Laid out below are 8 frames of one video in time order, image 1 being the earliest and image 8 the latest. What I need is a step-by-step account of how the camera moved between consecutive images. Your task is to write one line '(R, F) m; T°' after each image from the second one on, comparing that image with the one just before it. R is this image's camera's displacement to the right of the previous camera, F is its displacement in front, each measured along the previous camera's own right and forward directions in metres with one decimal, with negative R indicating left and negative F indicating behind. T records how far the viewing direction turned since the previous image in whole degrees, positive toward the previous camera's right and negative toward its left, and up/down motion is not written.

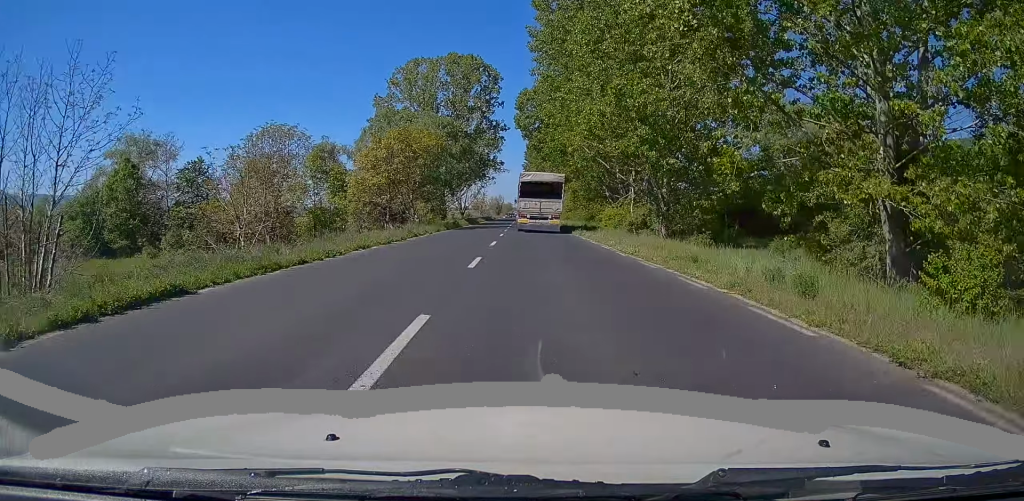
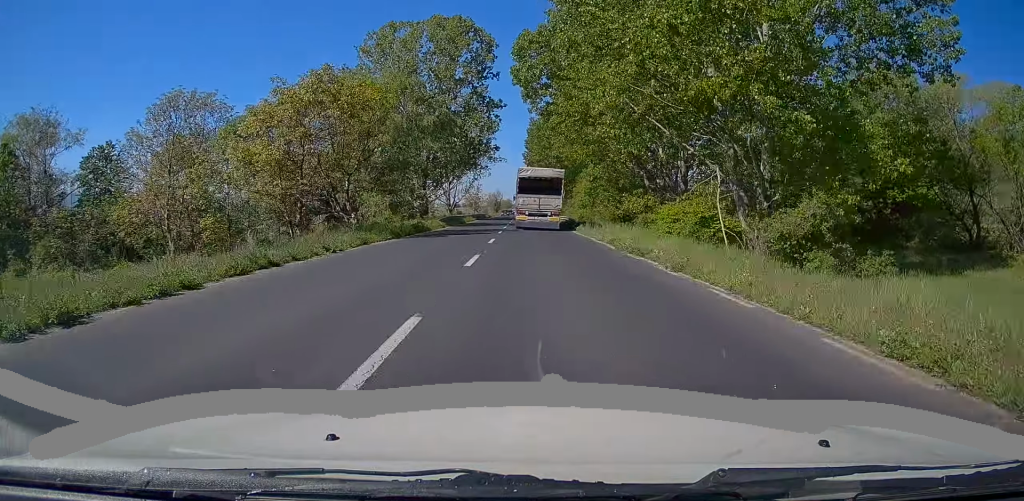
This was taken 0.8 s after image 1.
(+0.2, +18.0) m; 0°
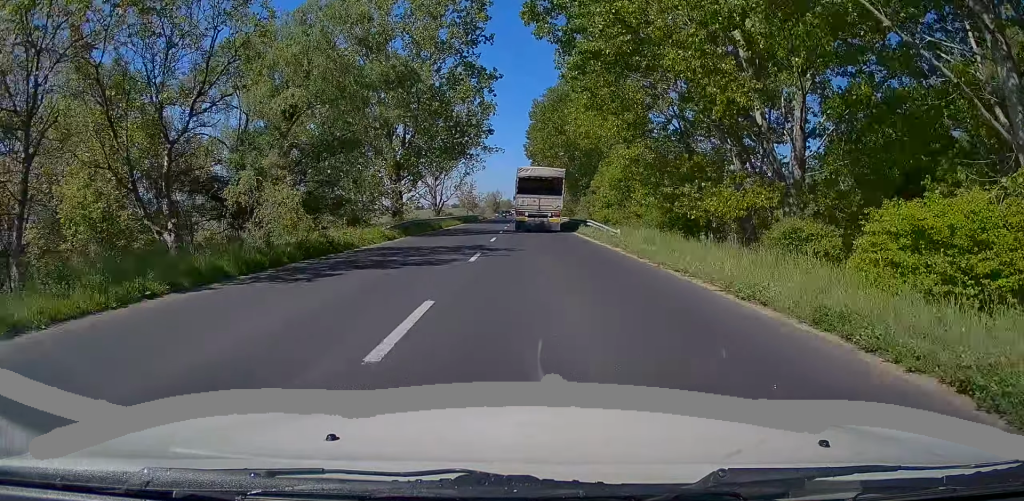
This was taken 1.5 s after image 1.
(-0.1, +16.4) m; 0°
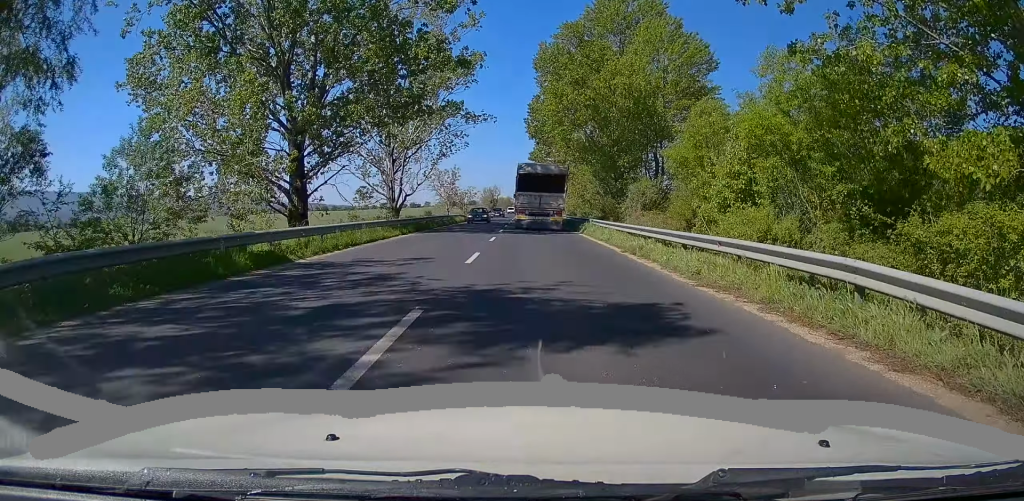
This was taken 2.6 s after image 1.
(-0.1, +27.3) m; 0°
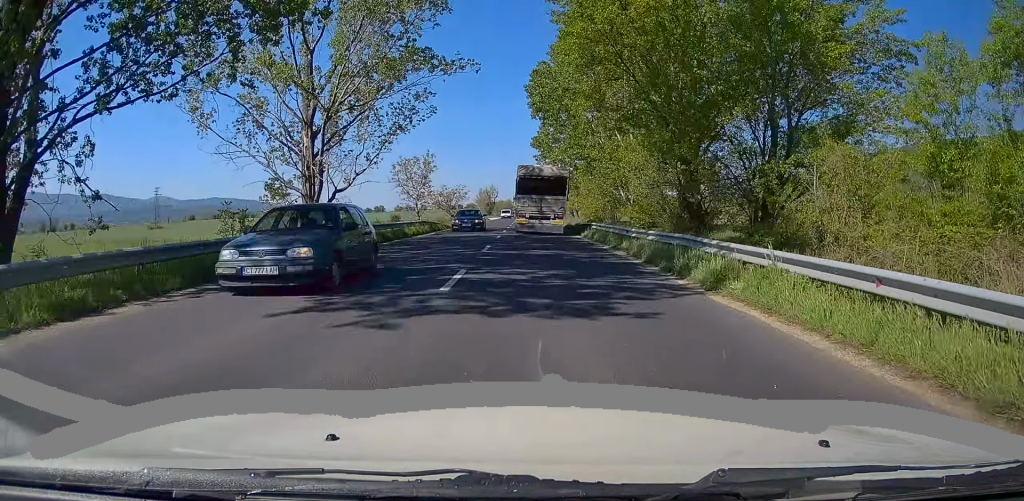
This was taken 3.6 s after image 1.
(0.0, +21.9) m; 0°
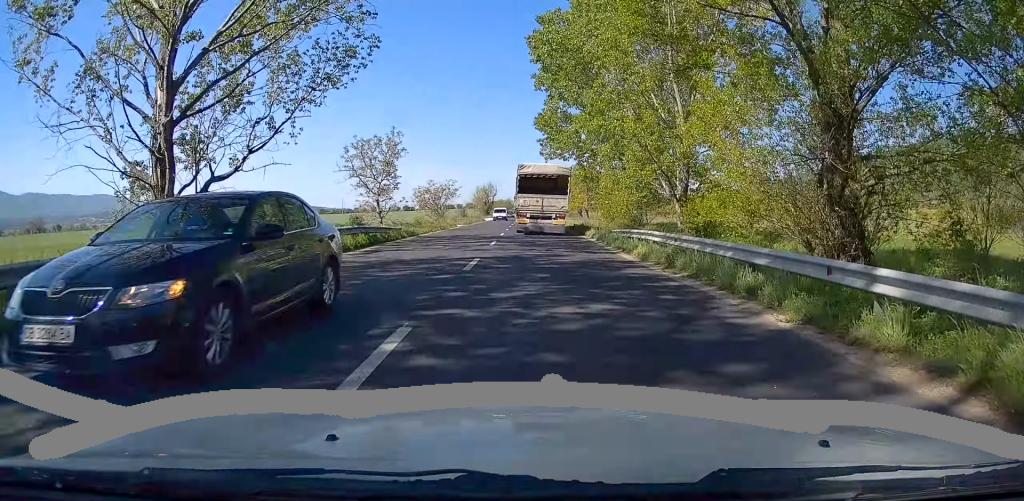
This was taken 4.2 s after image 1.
(-0.2, +14.9) m; 0°
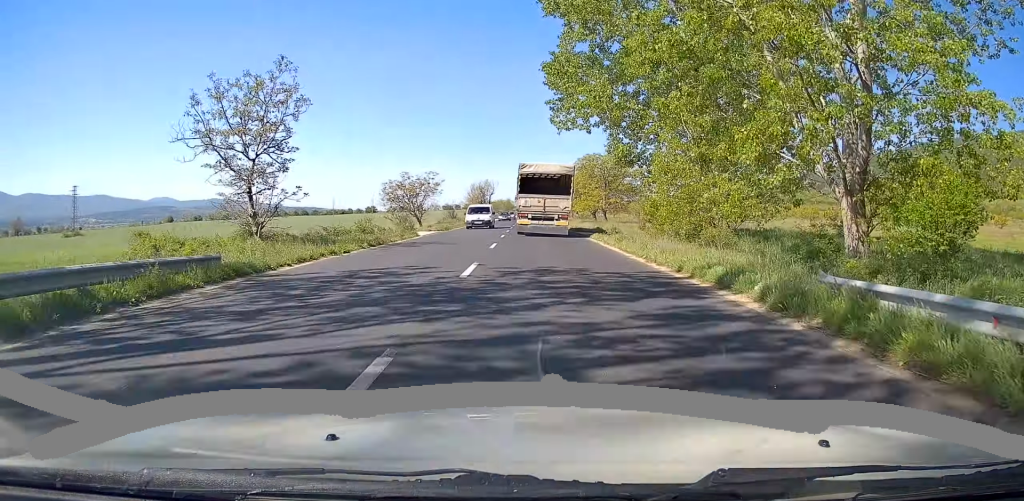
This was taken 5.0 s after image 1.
(+0.2, +18.9) m; 0°
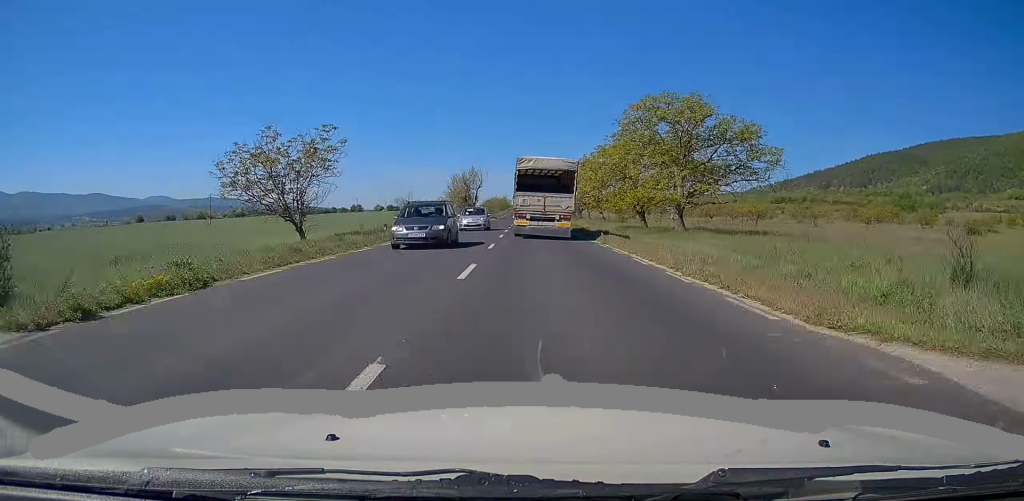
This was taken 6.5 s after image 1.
(0.0, +35.0) m; 0°
